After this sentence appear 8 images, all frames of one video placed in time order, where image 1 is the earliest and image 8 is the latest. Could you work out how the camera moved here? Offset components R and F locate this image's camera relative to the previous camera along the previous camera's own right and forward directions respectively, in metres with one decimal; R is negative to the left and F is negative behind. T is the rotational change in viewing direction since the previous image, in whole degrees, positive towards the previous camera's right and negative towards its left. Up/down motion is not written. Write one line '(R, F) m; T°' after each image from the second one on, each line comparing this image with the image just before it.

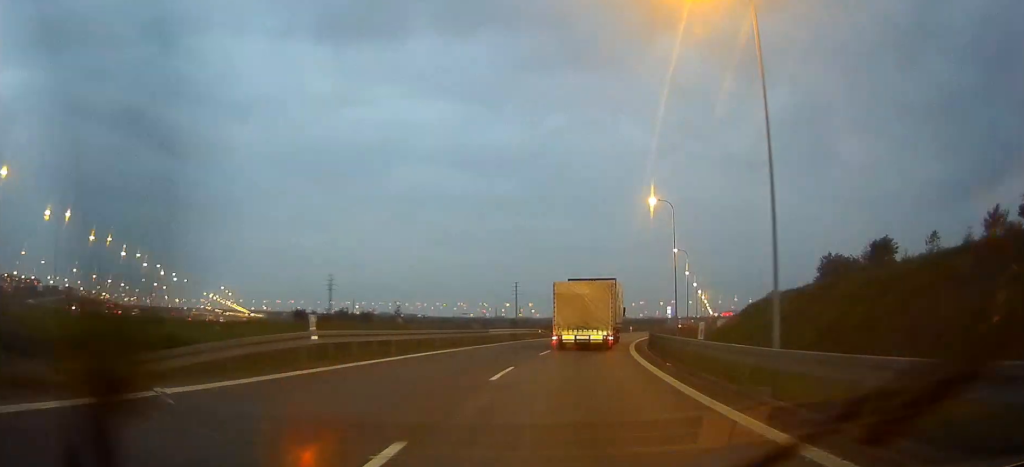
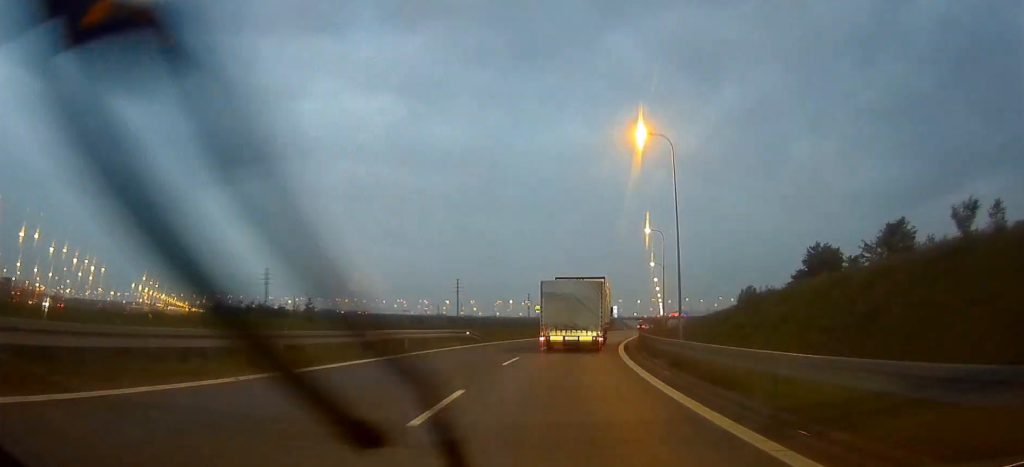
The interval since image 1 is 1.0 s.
(+1.1, +18.4) m; +5°
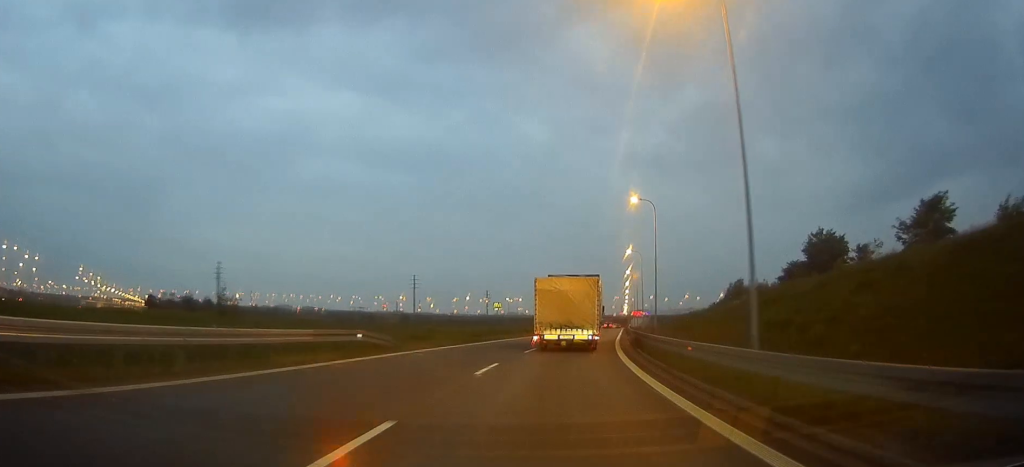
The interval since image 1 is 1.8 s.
(+0.4, +16.0) m; +2°
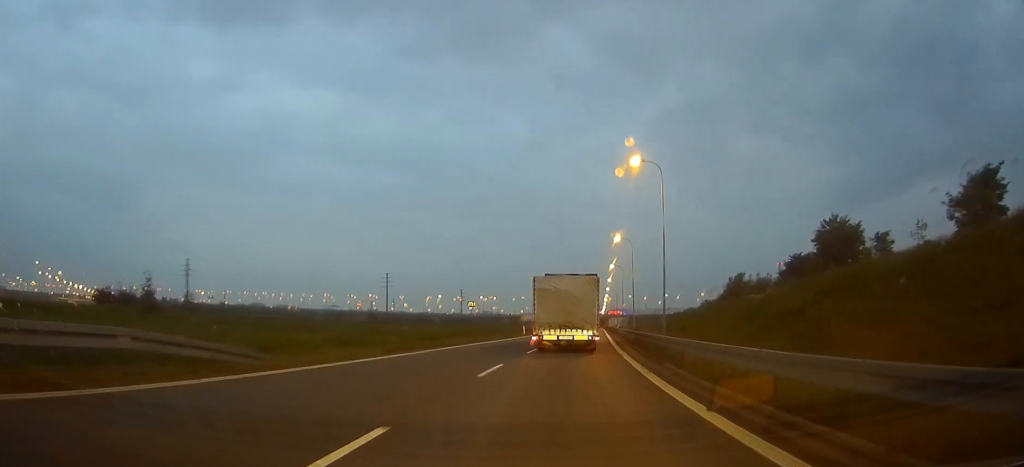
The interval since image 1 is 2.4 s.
(-0.2, +12.2) m; +2°
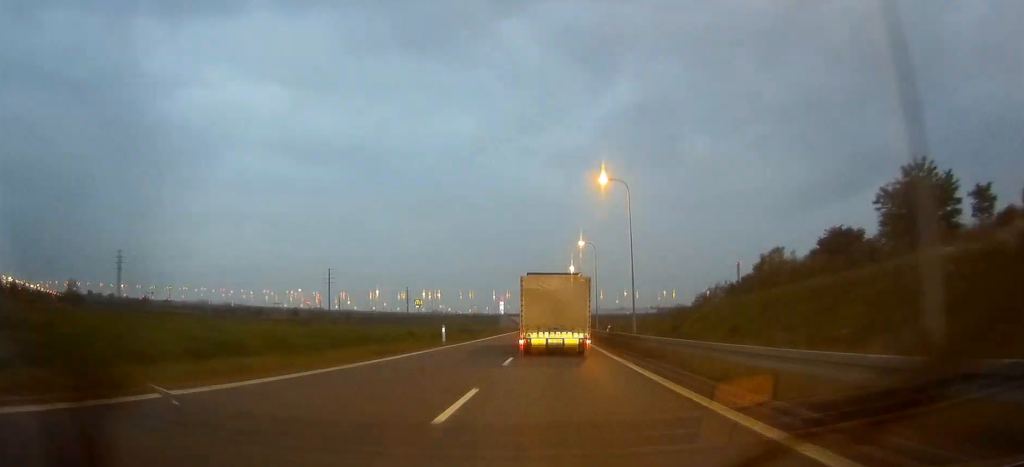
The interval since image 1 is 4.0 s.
(+1.6, +30.7) m; +4°
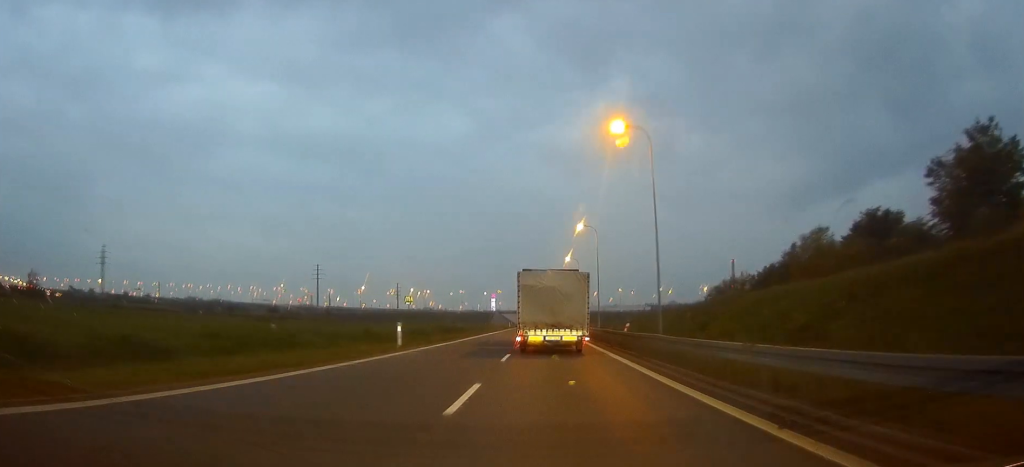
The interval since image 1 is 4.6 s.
(0.0, +11.2) m; +1°
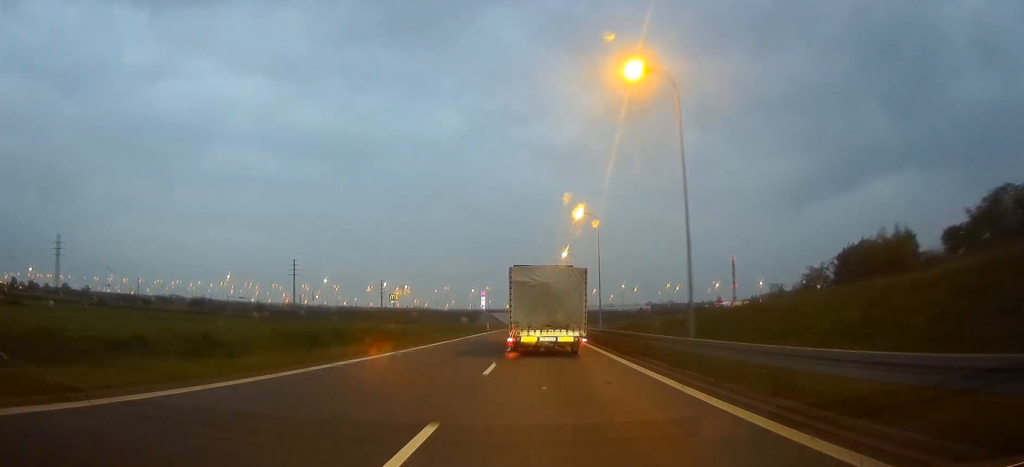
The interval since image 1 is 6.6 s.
(+0.5, +41.4) m; +1°
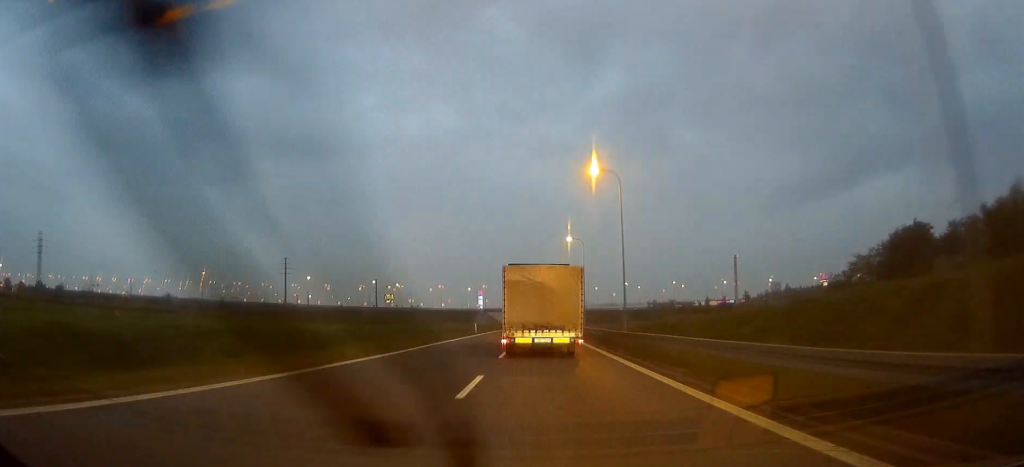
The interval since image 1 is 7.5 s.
(-0.1, +16.8) m; 0°
